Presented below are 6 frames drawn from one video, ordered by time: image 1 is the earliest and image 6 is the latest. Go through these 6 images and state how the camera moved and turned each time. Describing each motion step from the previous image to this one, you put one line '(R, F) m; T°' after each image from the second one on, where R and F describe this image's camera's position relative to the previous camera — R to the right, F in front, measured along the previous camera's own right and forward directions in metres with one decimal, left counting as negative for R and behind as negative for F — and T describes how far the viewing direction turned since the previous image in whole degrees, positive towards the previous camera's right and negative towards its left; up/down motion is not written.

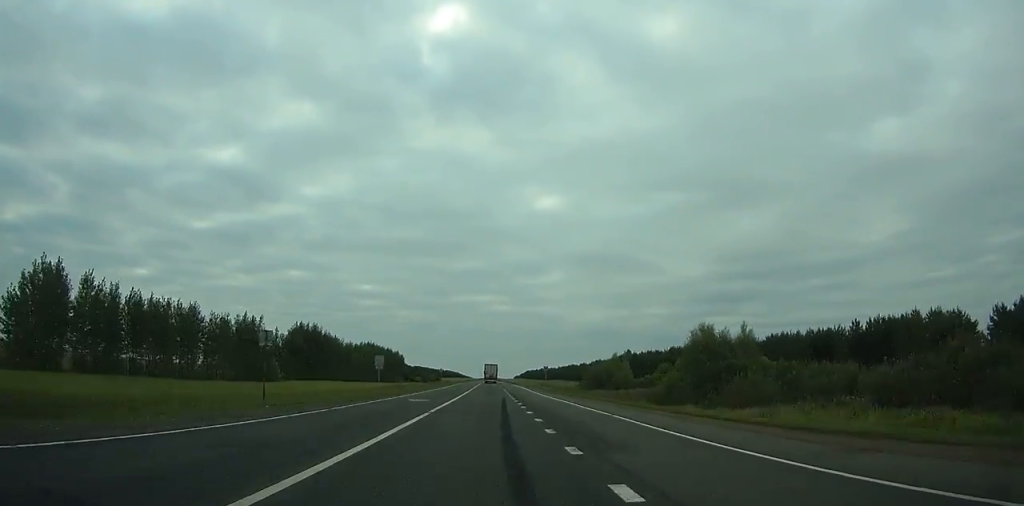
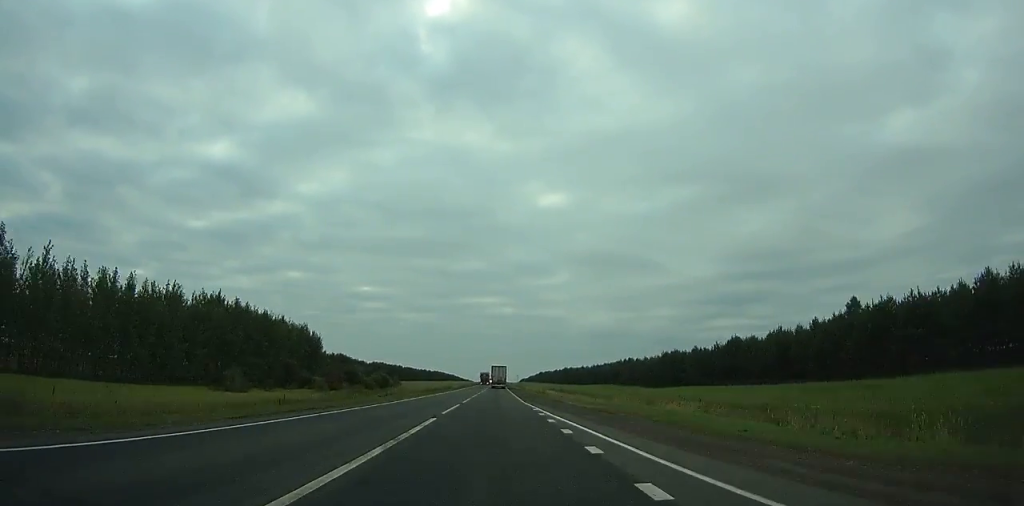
(-0.8, +142.9) m; 0°
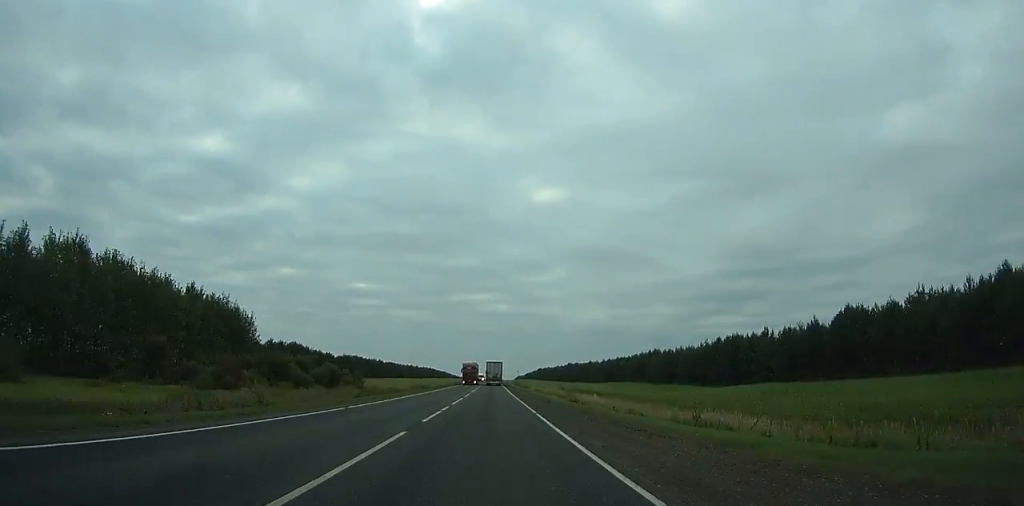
(+0.1, +41.1) m; 0°
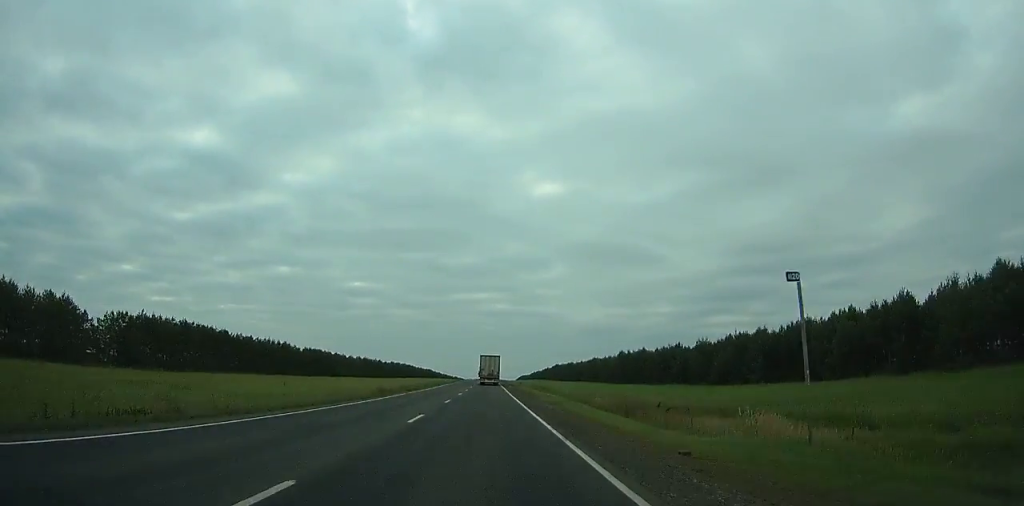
(+0.6, +125.8) m; 0°
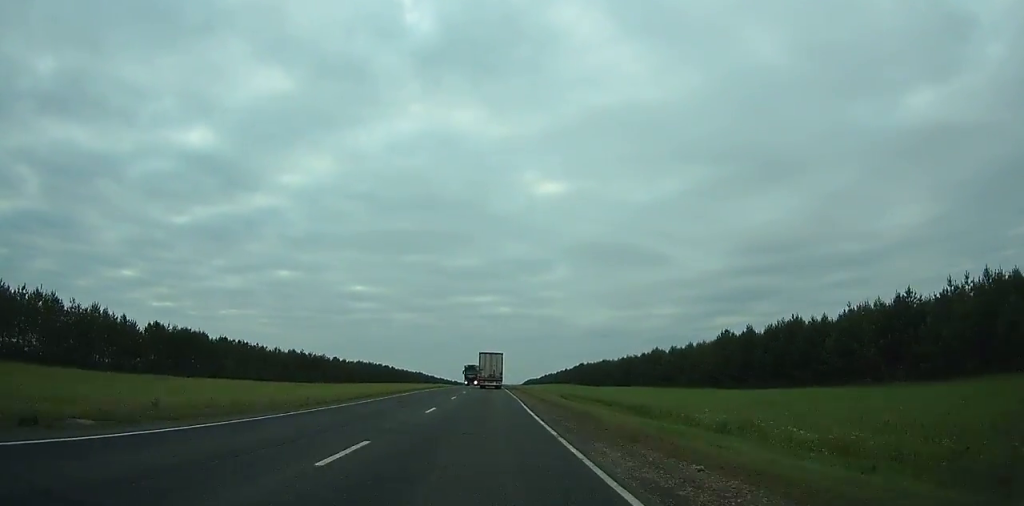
(-0.1, +79.1) m; 0°
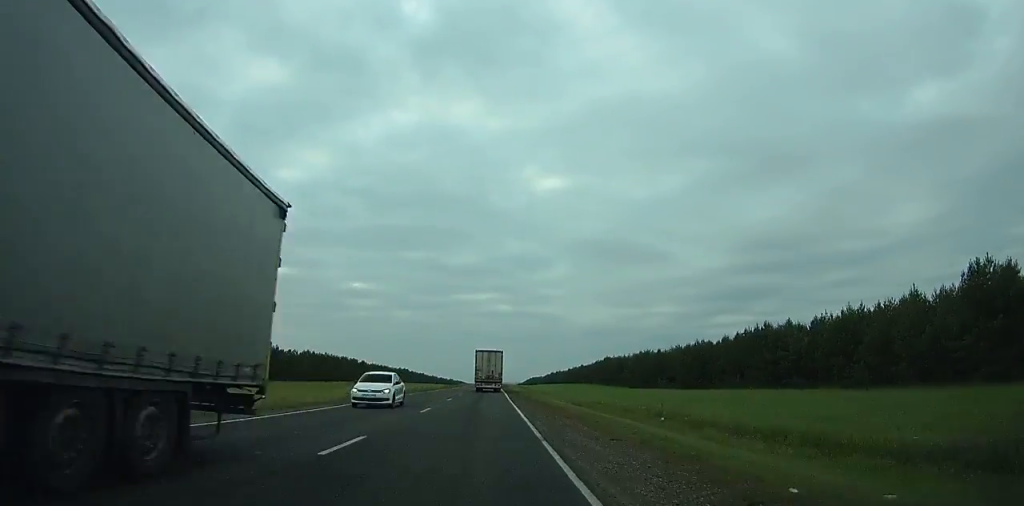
(-0.1, +59.2) m; 0°
